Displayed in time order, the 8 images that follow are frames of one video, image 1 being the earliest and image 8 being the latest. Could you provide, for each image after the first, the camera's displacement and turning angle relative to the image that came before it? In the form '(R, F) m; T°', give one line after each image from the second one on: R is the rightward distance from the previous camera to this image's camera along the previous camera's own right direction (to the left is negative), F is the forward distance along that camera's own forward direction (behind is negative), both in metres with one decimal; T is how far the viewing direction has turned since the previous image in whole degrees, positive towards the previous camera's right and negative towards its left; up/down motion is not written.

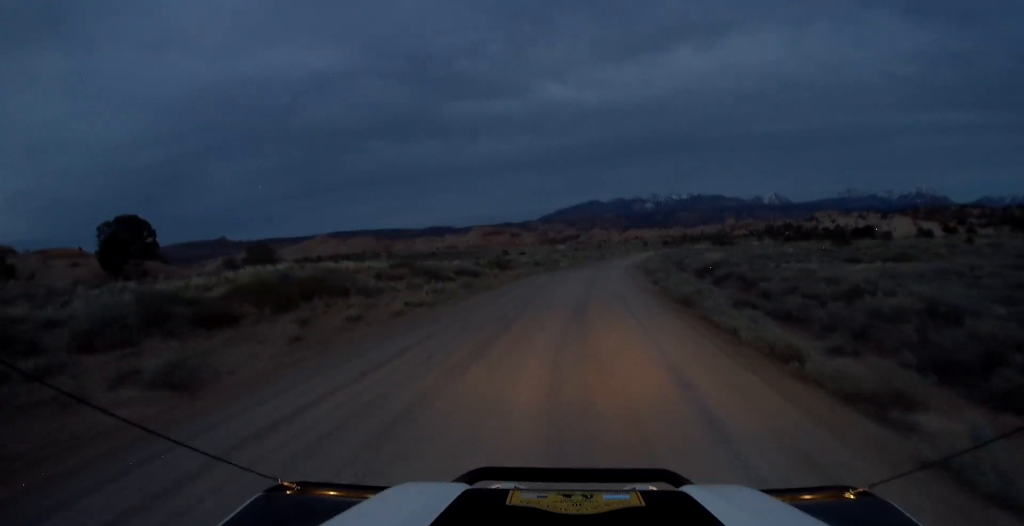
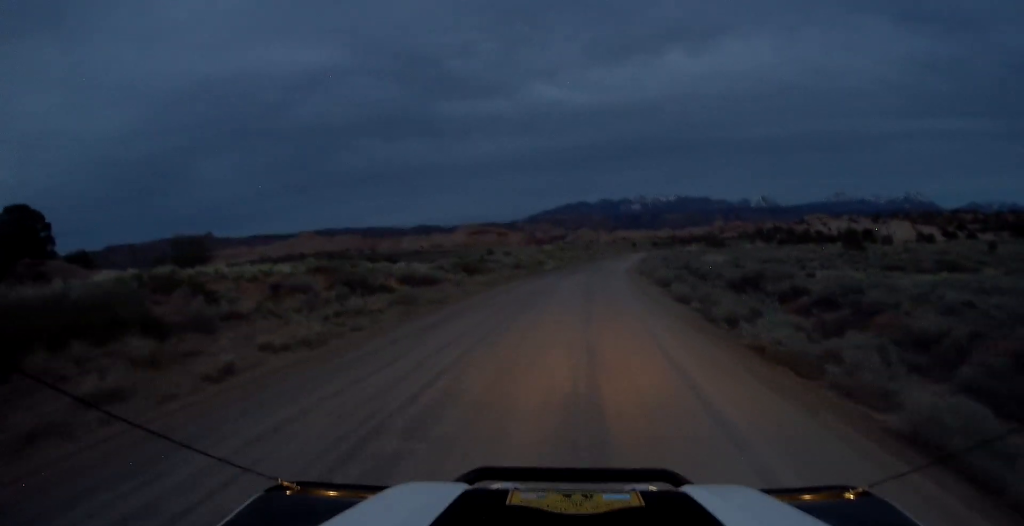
(-0.1, +12.2) m; 0°
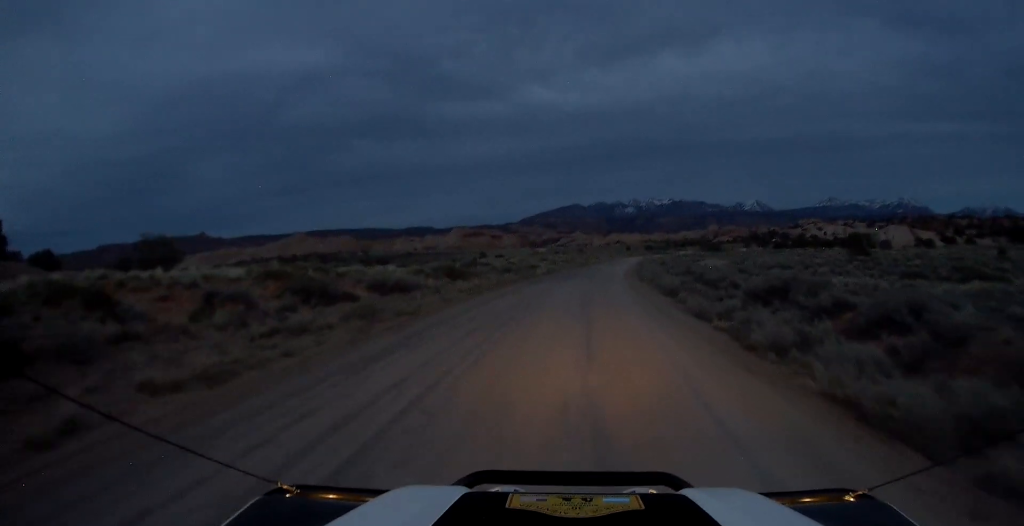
(0.0, +4.4) m; 0°
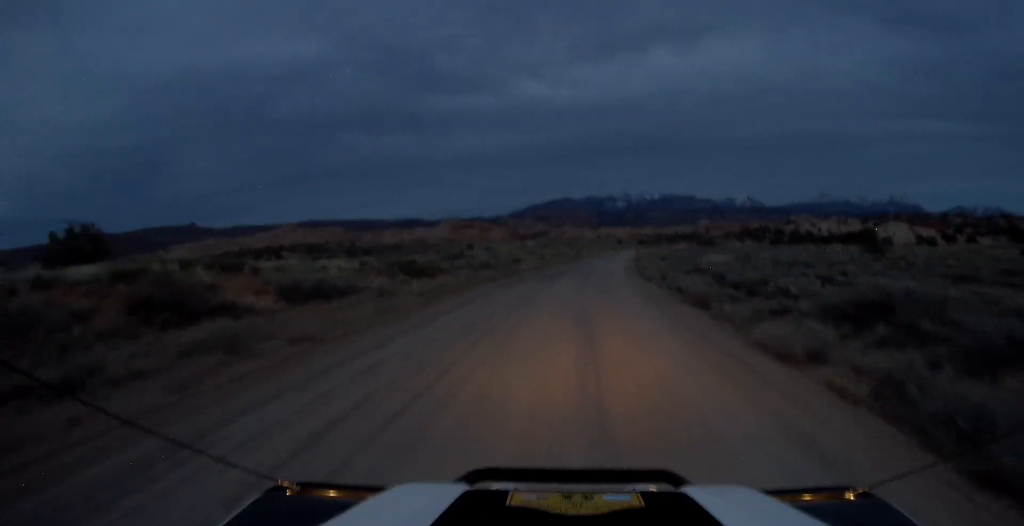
(+0.2, +9.0) m; +1°
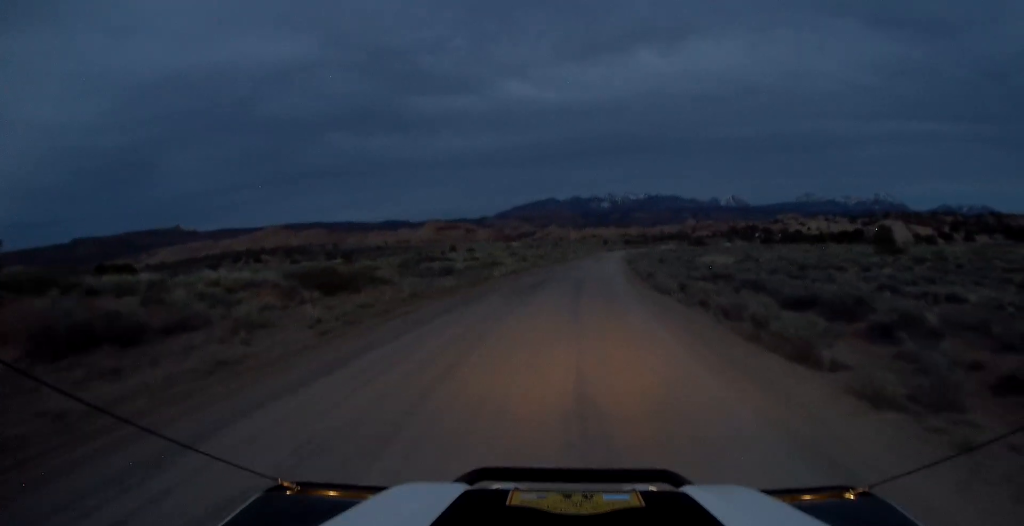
(0.0, +11.0) m; +1°
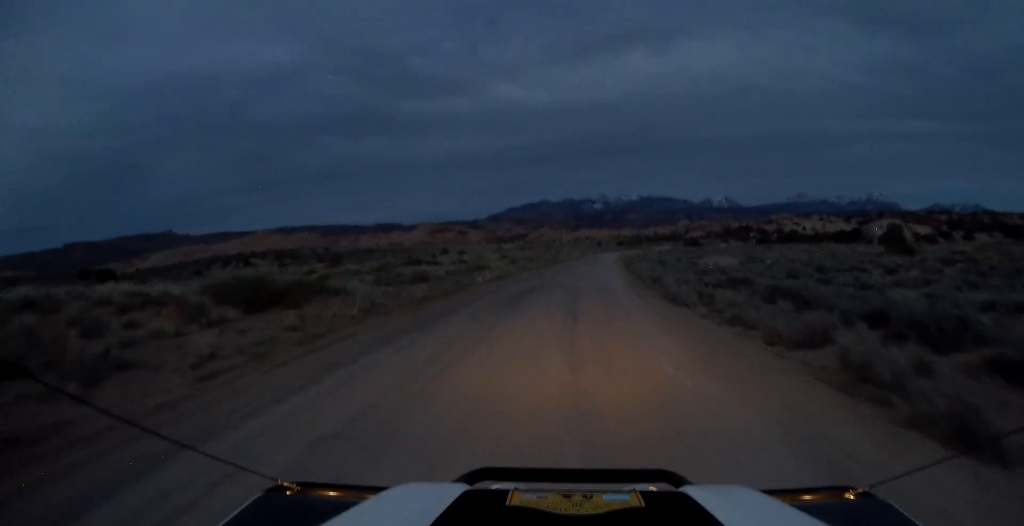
(-0.1, +5.7) m; +1°
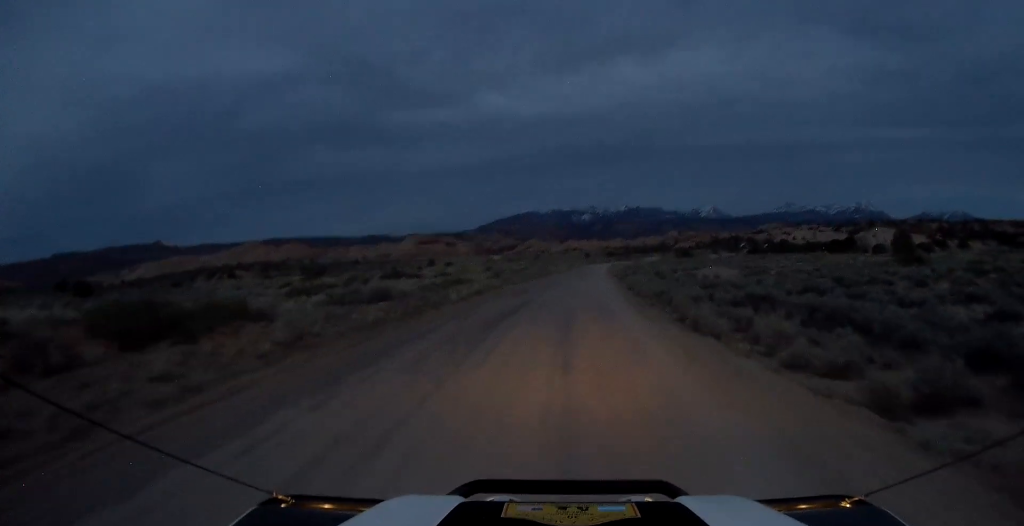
(+0.2, +5.7) m; +2°
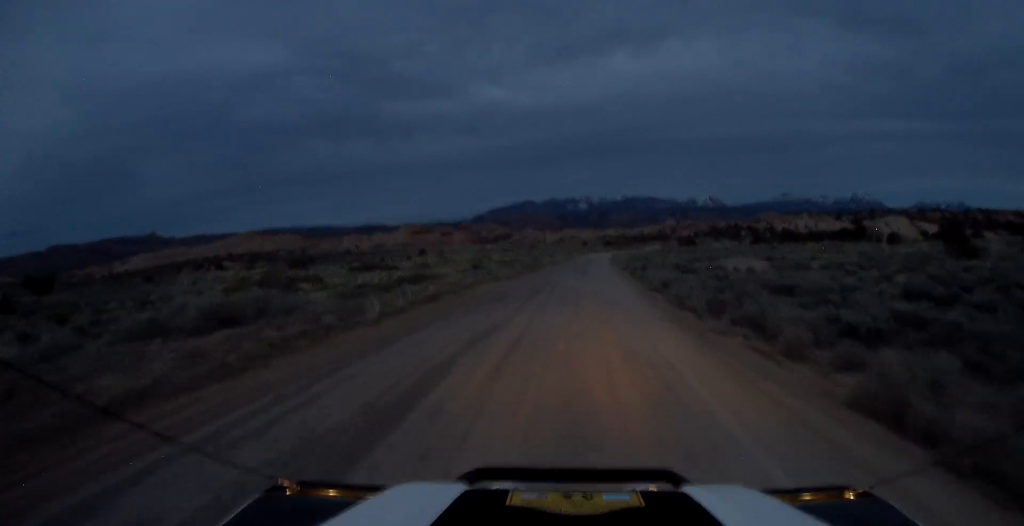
(+0.3, +14.2) m; 0°
